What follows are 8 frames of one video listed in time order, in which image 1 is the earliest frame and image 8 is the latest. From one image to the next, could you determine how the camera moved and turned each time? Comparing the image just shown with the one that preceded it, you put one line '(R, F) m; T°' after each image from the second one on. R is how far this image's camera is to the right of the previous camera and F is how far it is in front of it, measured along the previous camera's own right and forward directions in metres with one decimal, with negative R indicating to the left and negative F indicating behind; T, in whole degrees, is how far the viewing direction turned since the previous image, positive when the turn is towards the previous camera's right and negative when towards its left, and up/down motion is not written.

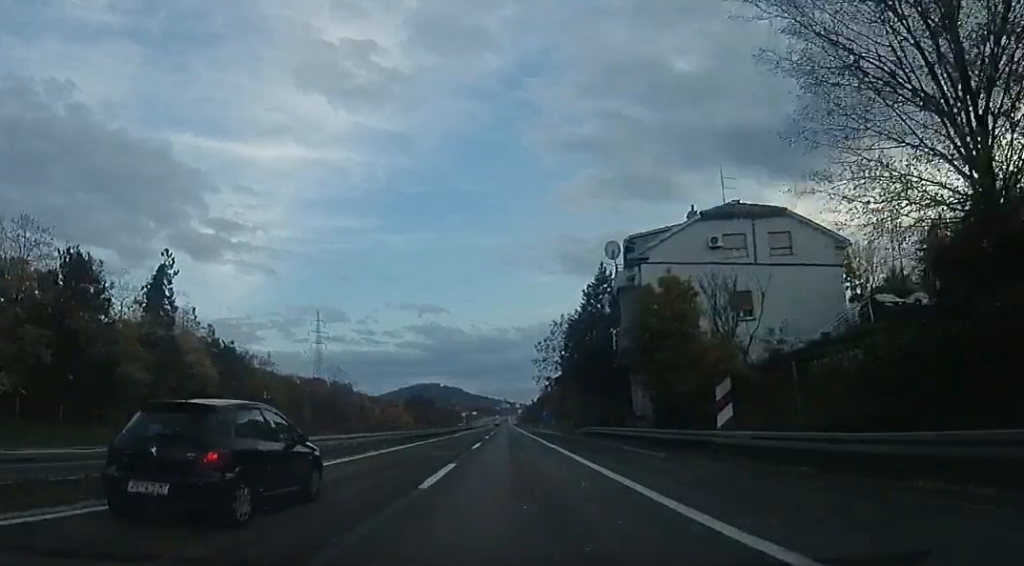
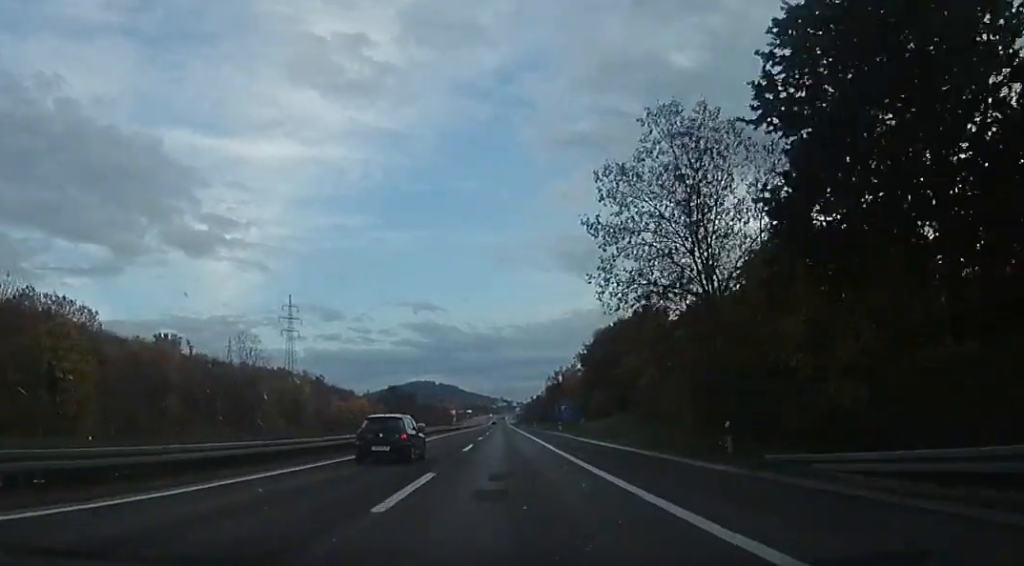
(+0.1, +39.9) m; +1°
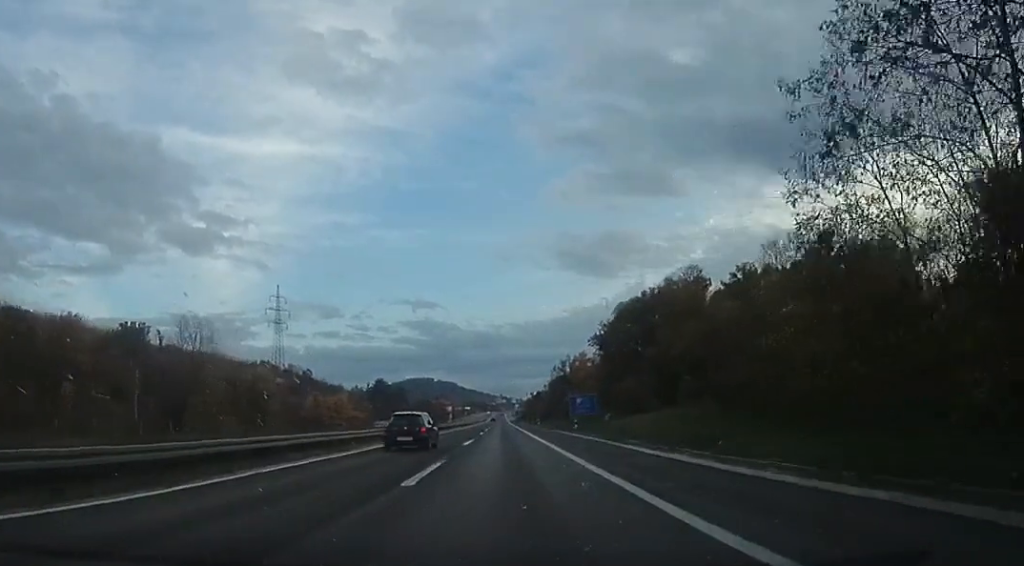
(+0.4, +15.4) m; 0°
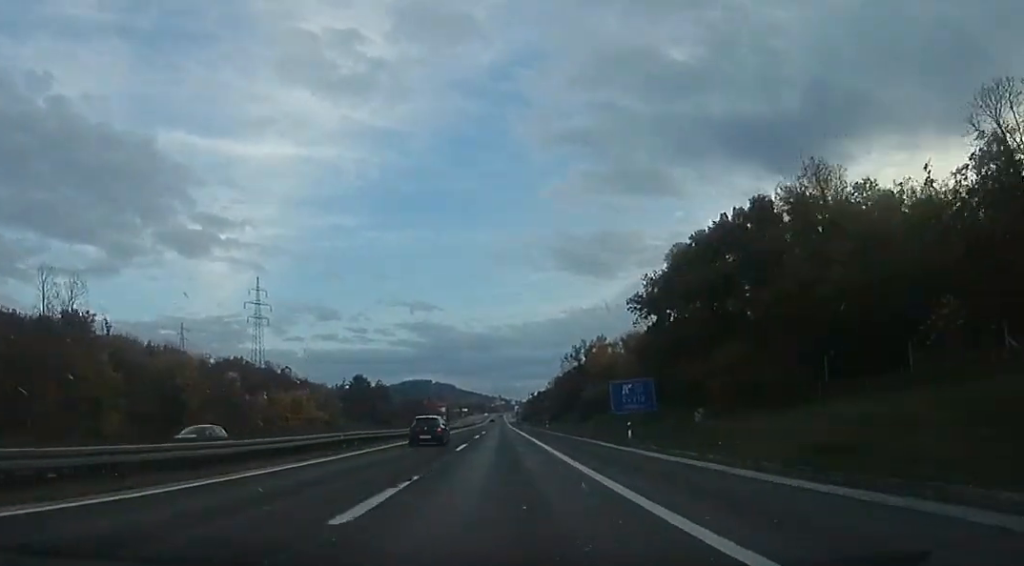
(-0.2, +22.2) m; 0°
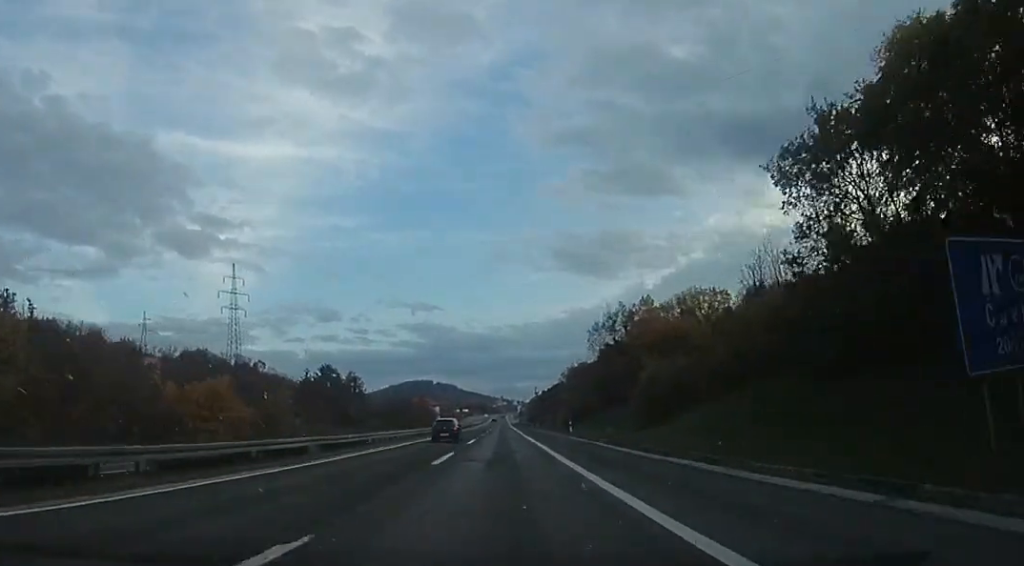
(-0.3, +26.0) m; 0°
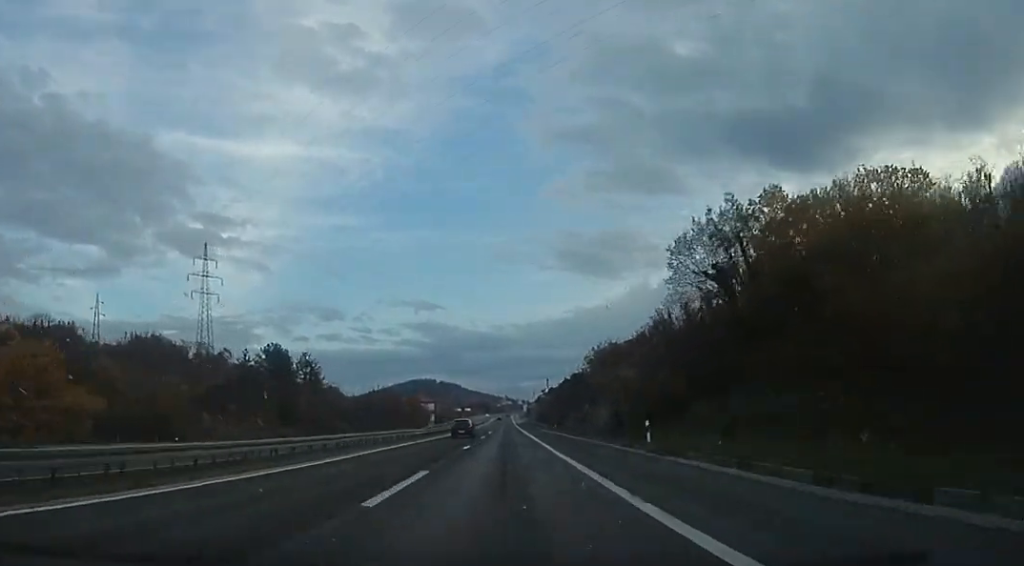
(+0.5, +27.3) m; 0°
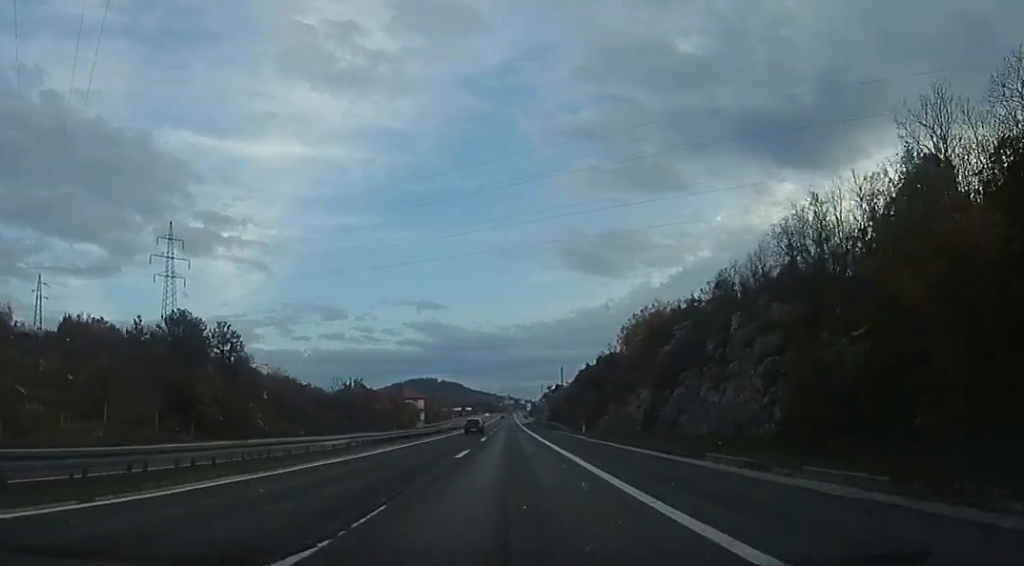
(-0.4, +25.2) m; -1°
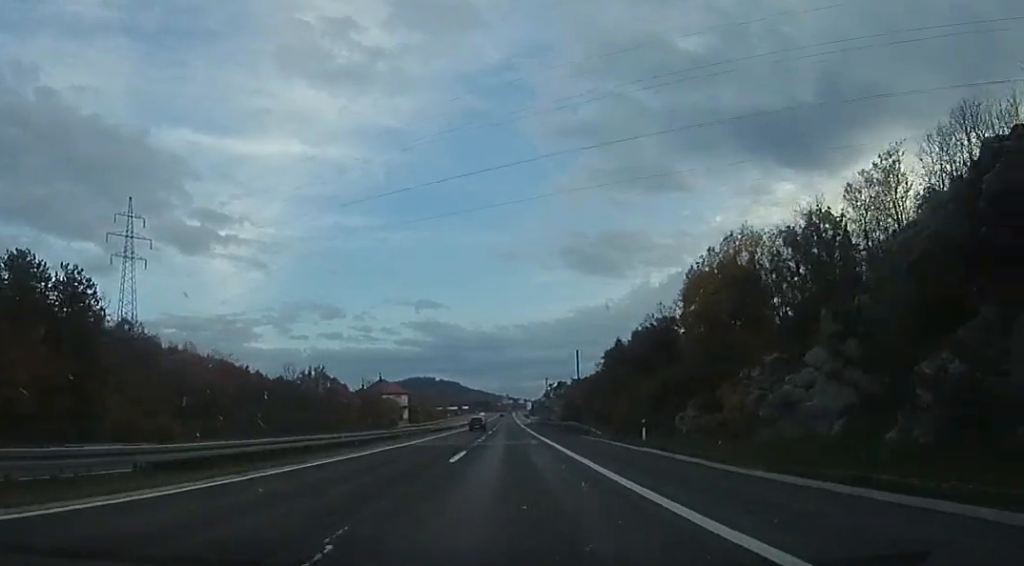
(-0.4, +22.1) m; 0°
